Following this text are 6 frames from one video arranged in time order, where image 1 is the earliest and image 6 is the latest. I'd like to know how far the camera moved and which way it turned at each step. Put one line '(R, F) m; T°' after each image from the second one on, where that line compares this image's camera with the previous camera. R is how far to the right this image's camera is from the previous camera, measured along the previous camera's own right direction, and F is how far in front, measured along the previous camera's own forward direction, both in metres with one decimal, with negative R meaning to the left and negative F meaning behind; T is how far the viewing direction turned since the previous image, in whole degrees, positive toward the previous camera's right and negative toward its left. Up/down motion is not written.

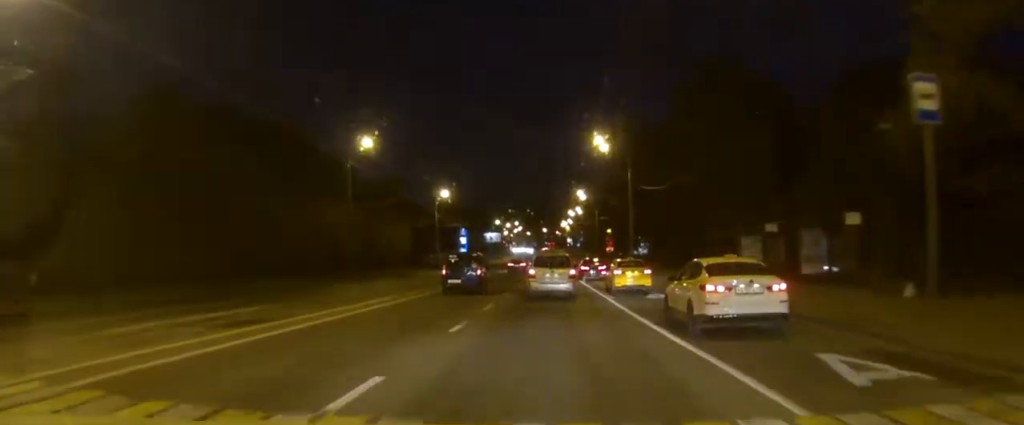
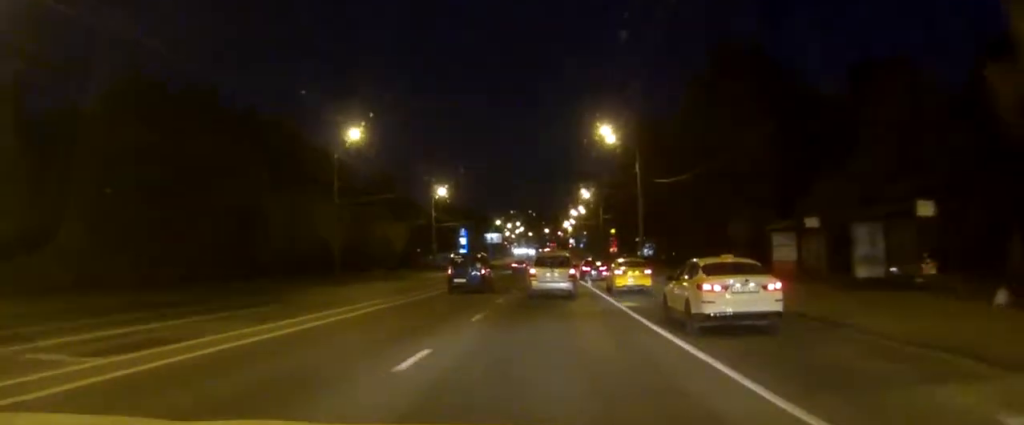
(0.0, +5.1) m; 0°
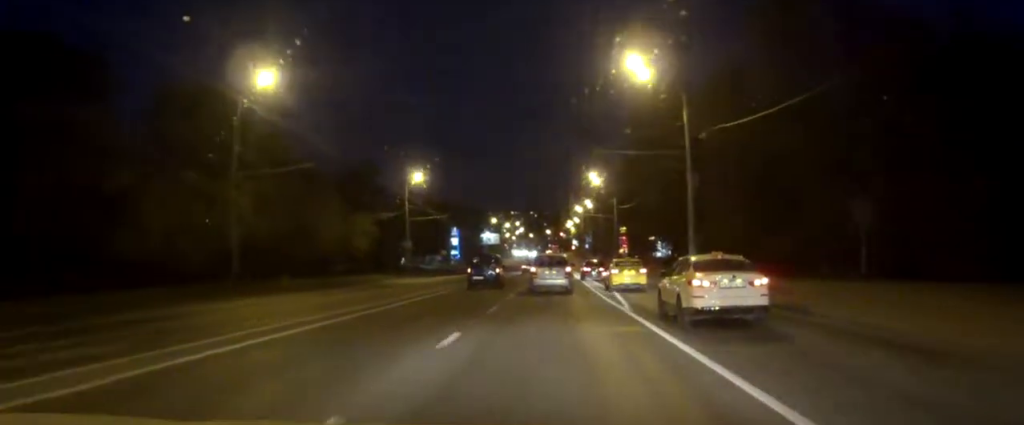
(0.0, +21.0) m; 0°
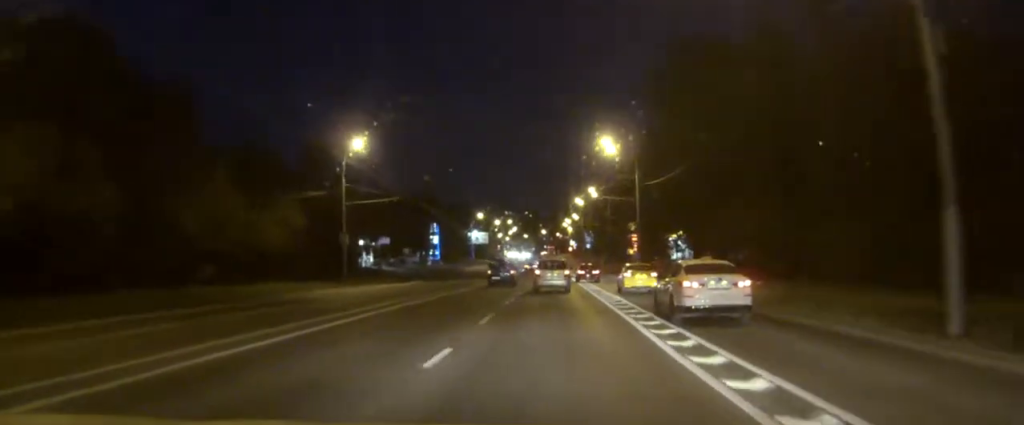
(0.0, +26.6) m; 0°
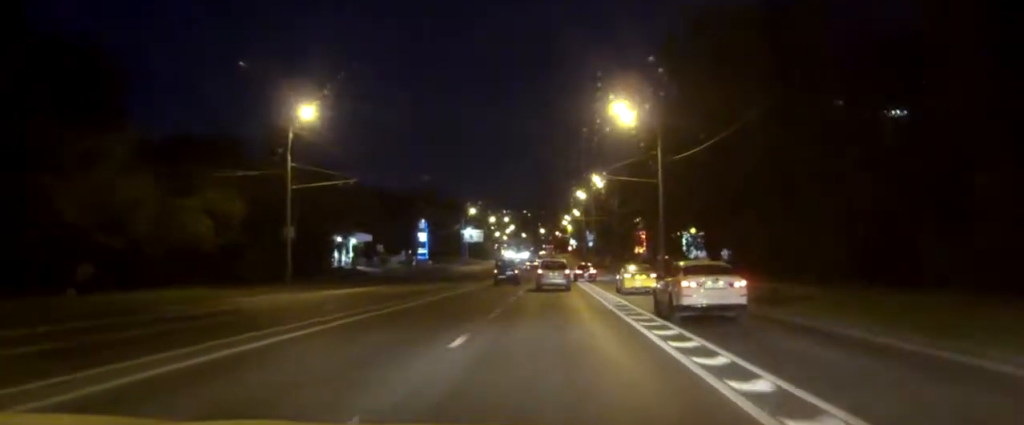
(0.0, +13.4) m; 0°
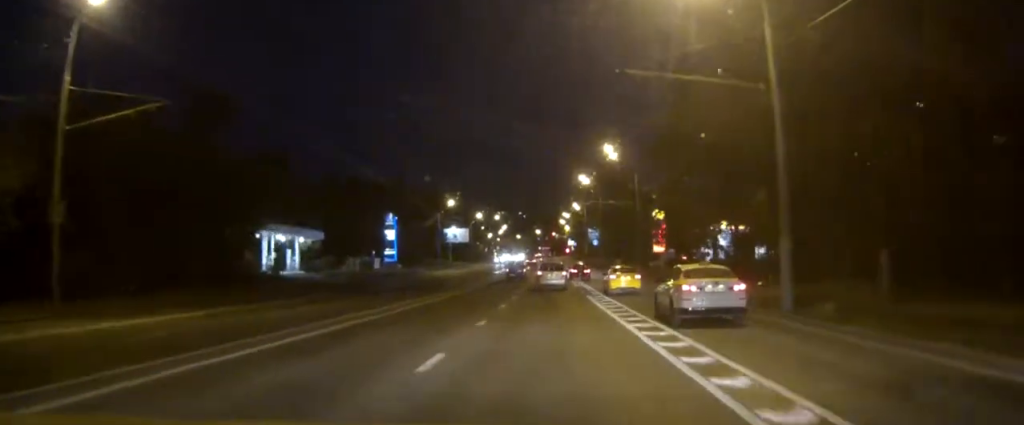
(-0.1, +25.8) m; 0°
